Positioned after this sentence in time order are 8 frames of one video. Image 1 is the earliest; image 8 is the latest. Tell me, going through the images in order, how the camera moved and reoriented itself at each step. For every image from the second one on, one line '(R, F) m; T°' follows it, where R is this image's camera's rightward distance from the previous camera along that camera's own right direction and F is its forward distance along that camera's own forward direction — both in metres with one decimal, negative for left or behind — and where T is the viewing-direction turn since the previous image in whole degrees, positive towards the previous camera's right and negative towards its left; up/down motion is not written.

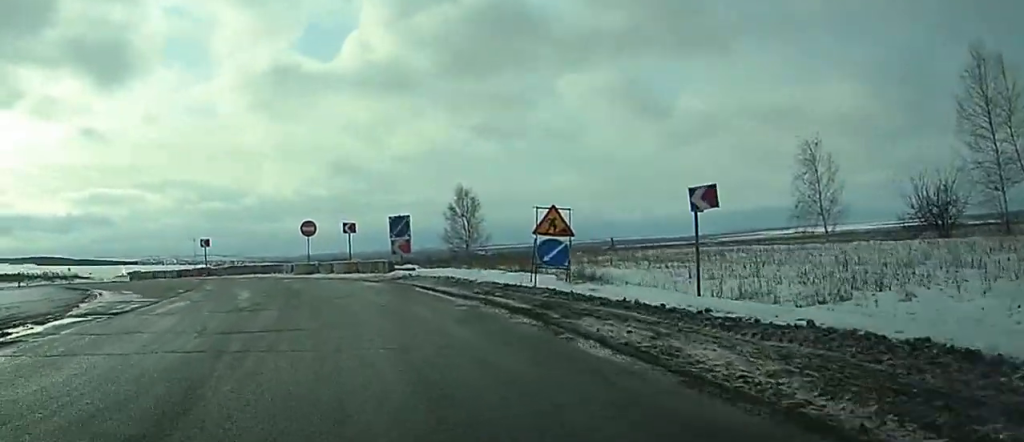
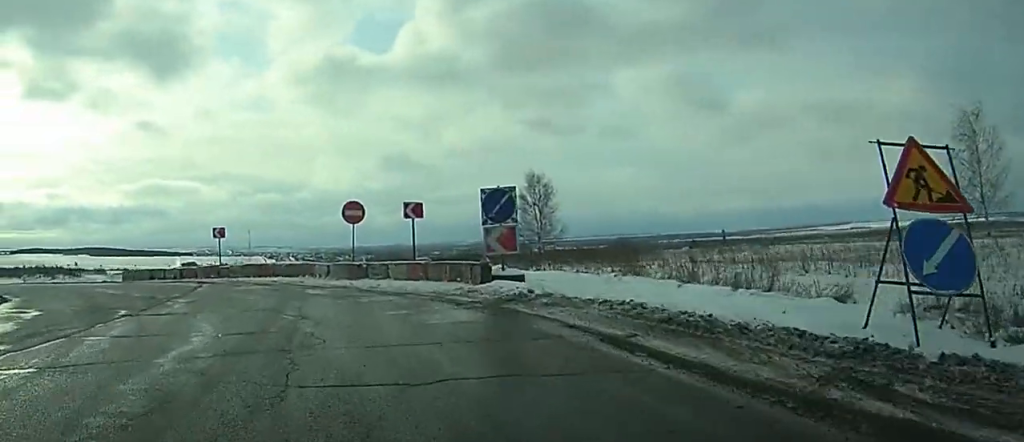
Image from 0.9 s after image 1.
(0.0, +13.4) m; 0°
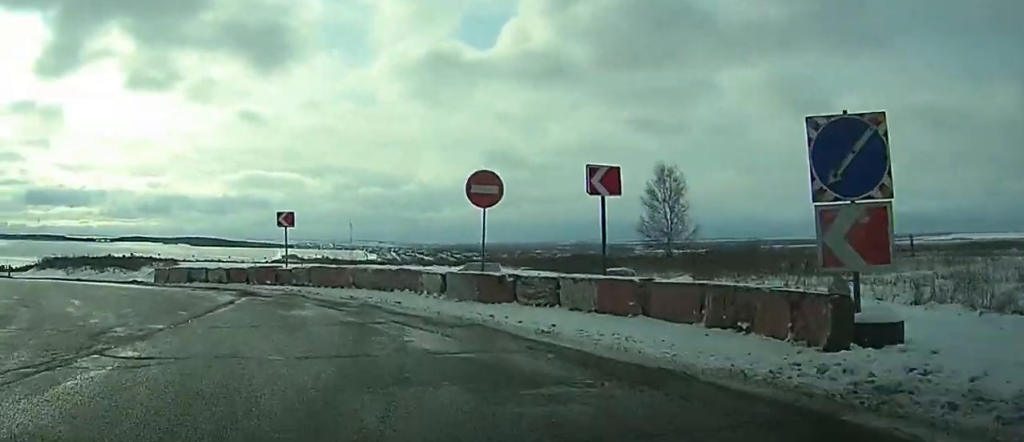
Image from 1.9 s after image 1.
(0.0, +12.8) m; -8°
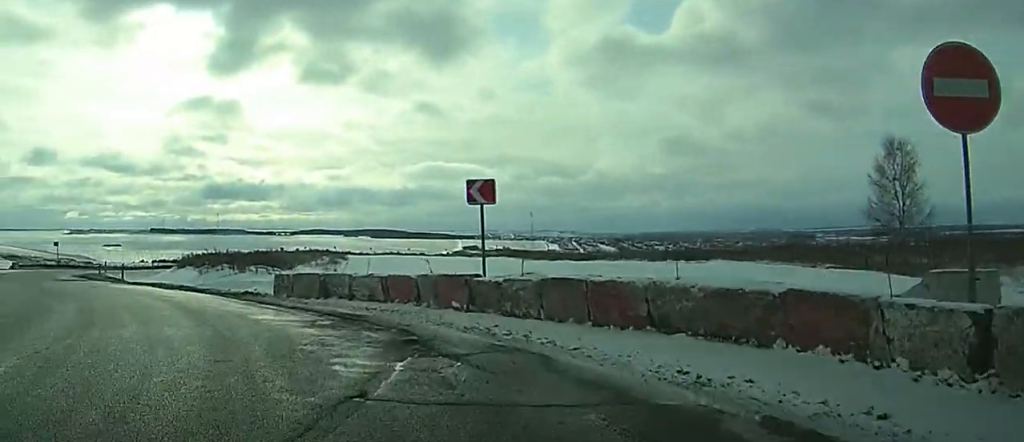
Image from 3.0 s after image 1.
(-2.1, +12.8) m; -19°
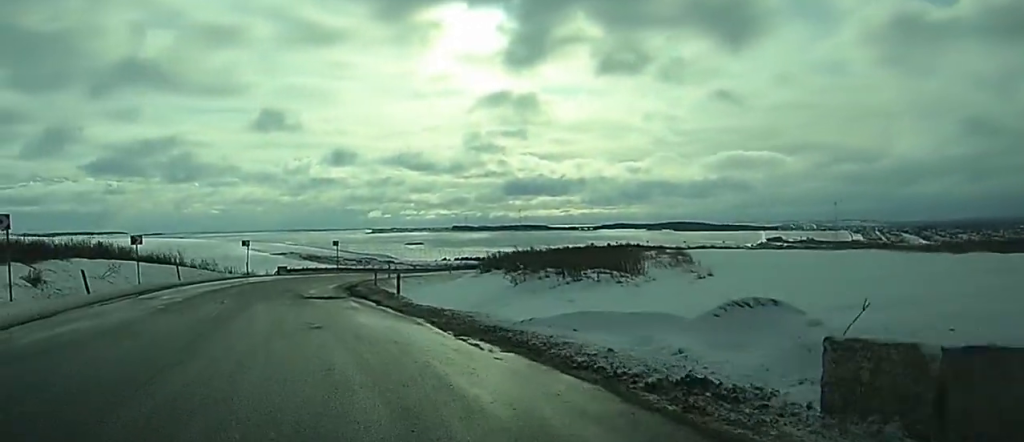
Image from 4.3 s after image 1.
(-2.6, +15.3) m; -13°
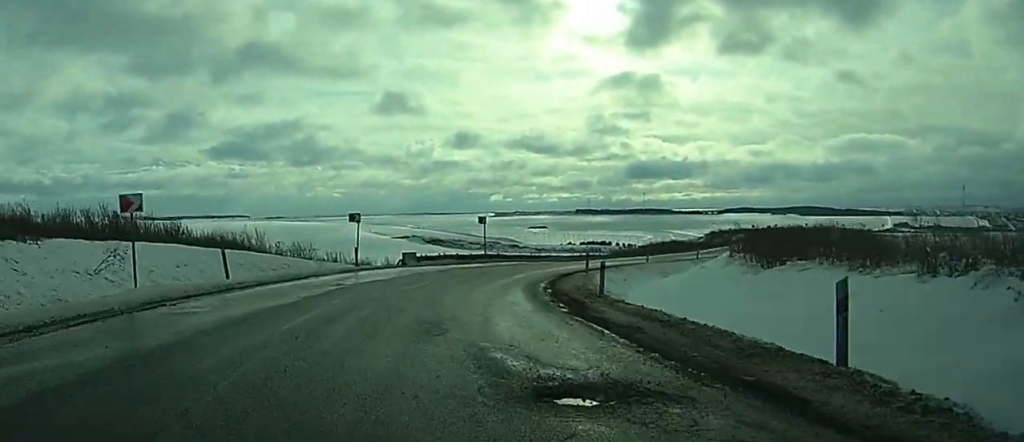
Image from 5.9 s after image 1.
(-0.7, +19.7) m; -3°
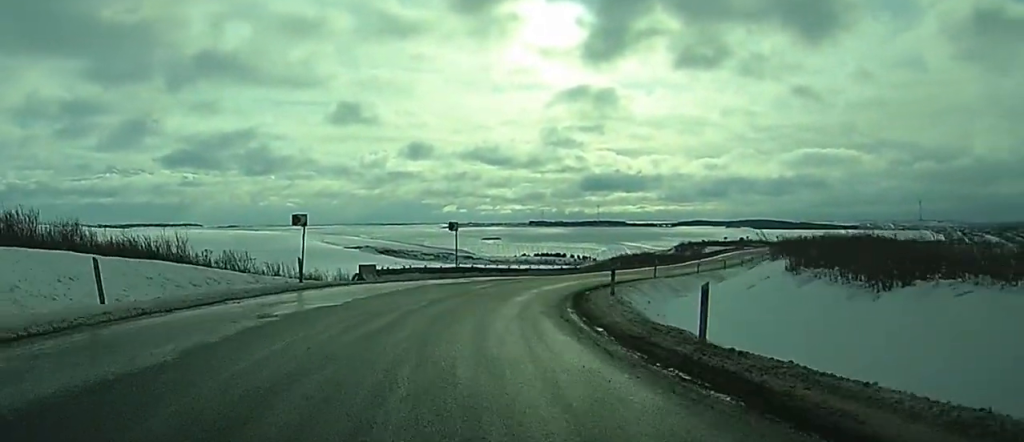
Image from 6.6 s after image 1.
(-0.1, +8.3) m; +2°
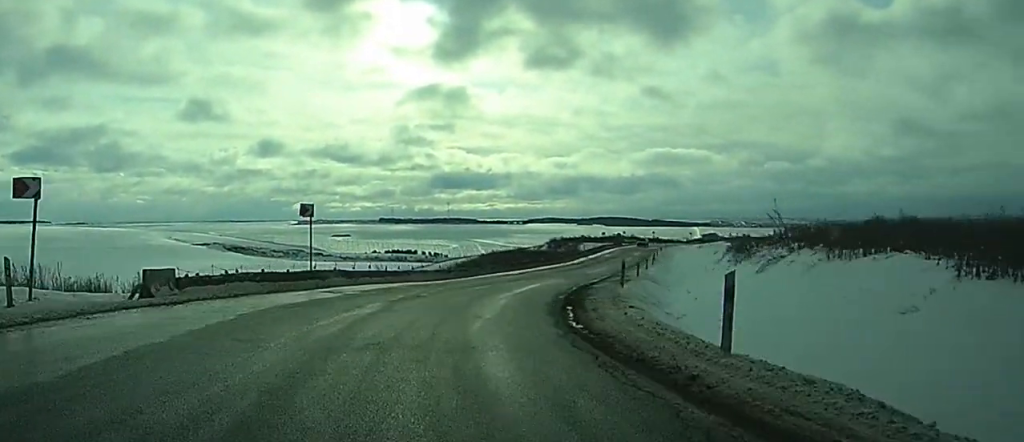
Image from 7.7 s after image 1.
(+0.8, +14.6) m; +9°
